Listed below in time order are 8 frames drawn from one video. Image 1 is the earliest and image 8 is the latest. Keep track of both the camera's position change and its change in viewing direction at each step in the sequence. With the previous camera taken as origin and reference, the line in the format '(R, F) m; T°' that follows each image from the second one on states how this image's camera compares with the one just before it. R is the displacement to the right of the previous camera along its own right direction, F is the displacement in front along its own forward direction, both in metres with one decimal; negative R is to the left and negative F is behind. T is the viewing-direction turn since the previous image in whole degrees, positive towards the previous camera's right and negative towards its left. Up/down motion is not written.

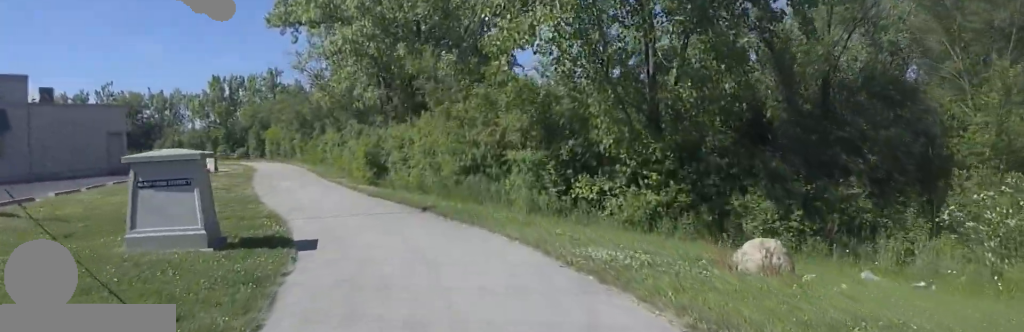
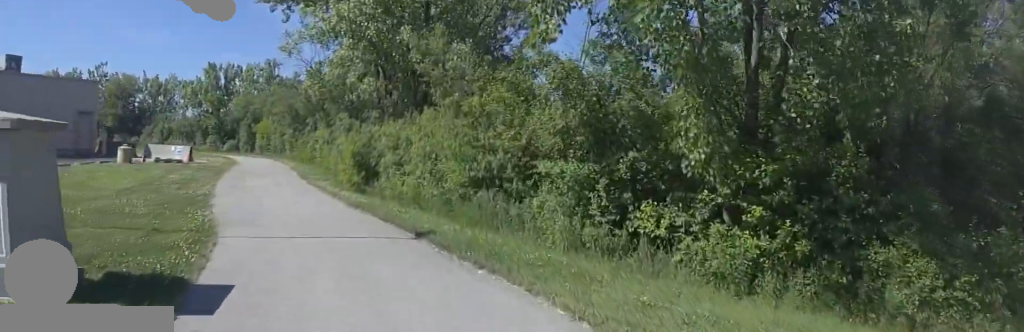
(+0.1, +3.8) m; +1°
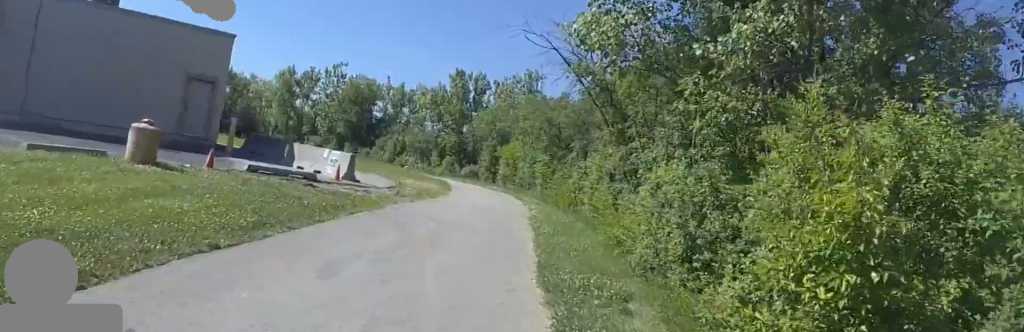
(-1.8, +16.4) m; -11°
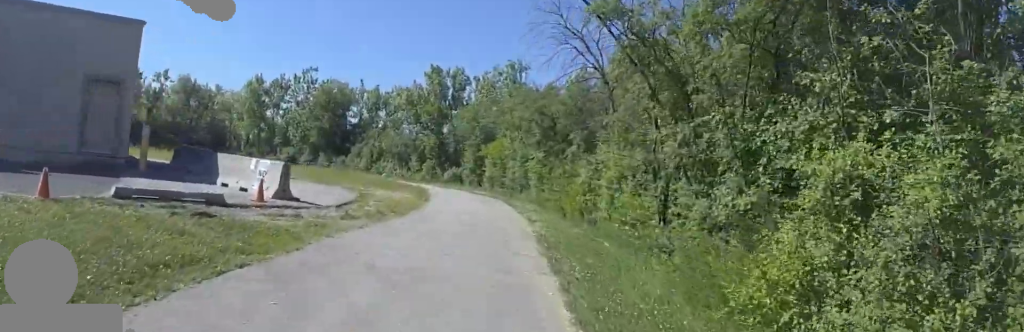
(+0.5, +4.6) m; +7°
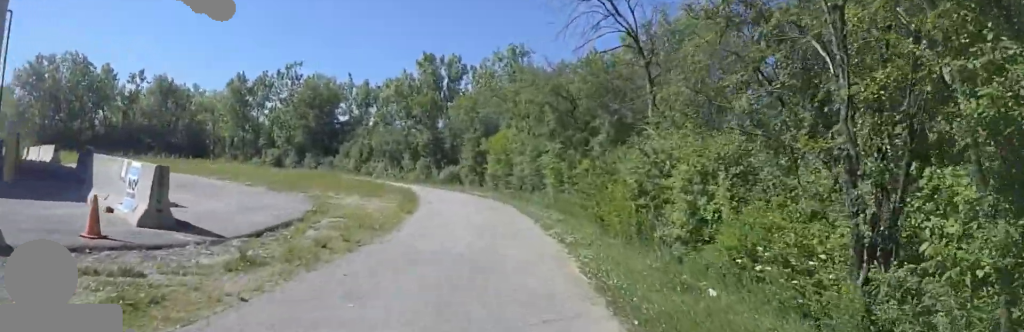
(+0.3, +5.0) m; +4°
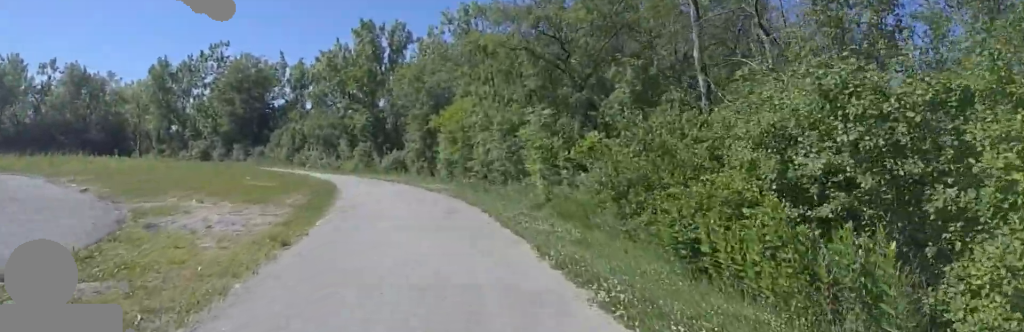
(0.0, +7.0) m; -9°
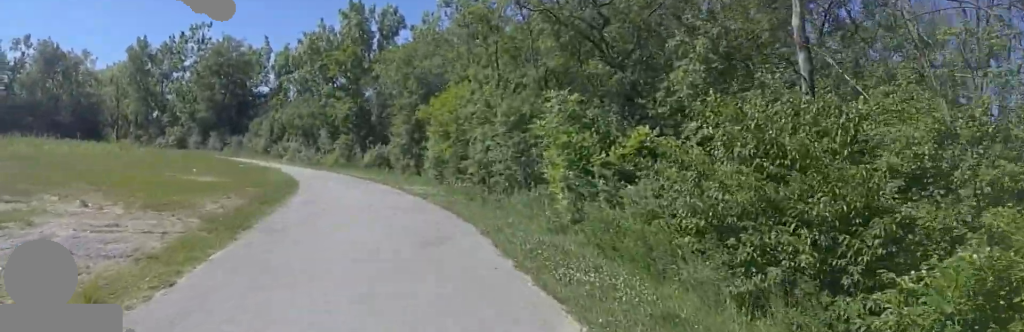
(-0.4, +3.8) m; -1°
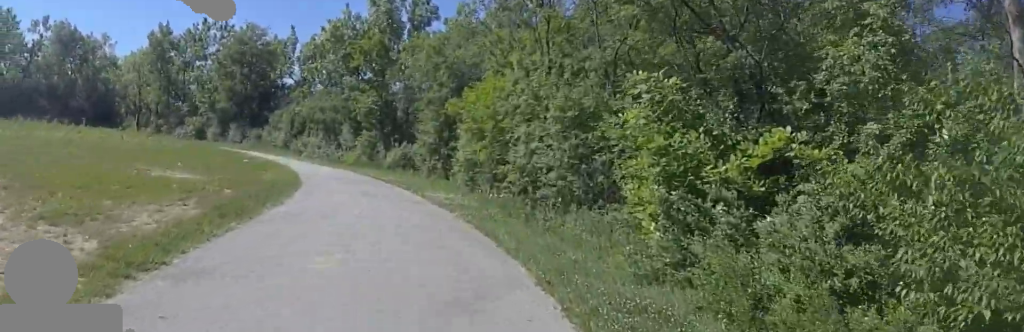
(-0.5, +3.1) m; +1°
